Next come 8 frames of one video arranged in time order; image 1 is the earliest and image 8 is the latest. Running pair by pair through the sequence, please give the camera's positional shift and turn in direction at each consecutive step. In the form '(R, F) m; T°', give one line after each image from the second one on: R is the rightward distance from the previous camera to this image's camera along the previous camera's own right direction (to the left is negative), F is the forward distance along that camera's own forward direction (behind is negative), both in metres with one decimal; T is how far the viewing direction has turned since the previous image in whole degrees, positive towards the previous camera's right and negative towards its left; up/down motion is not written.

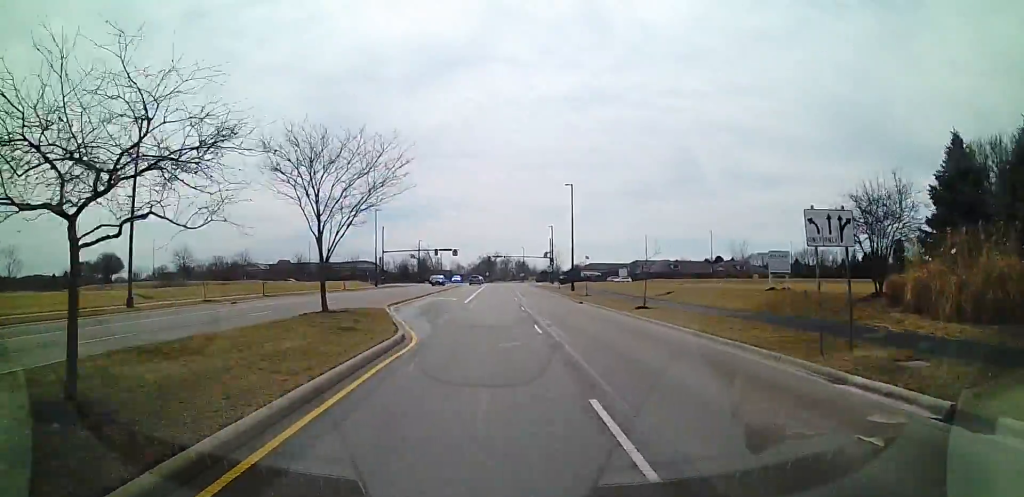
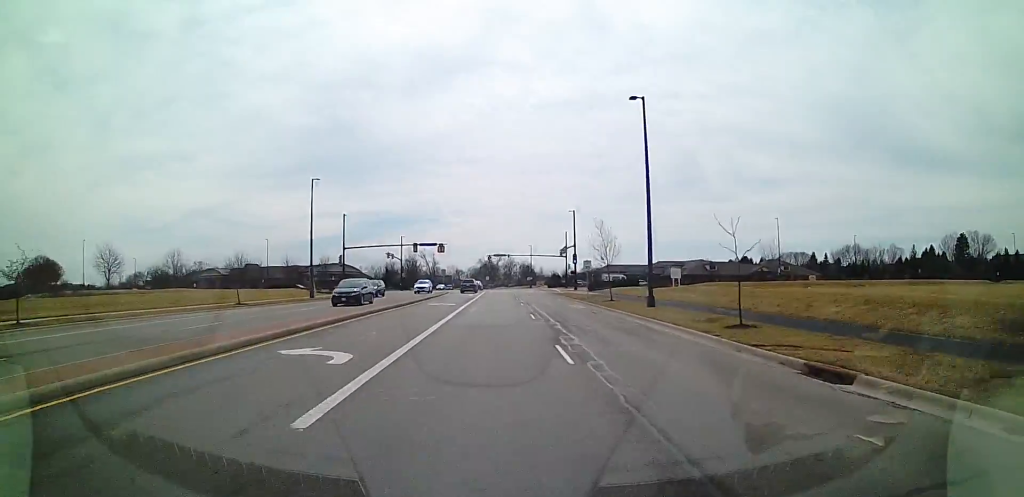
(+0.2, +30.0) m; -1°
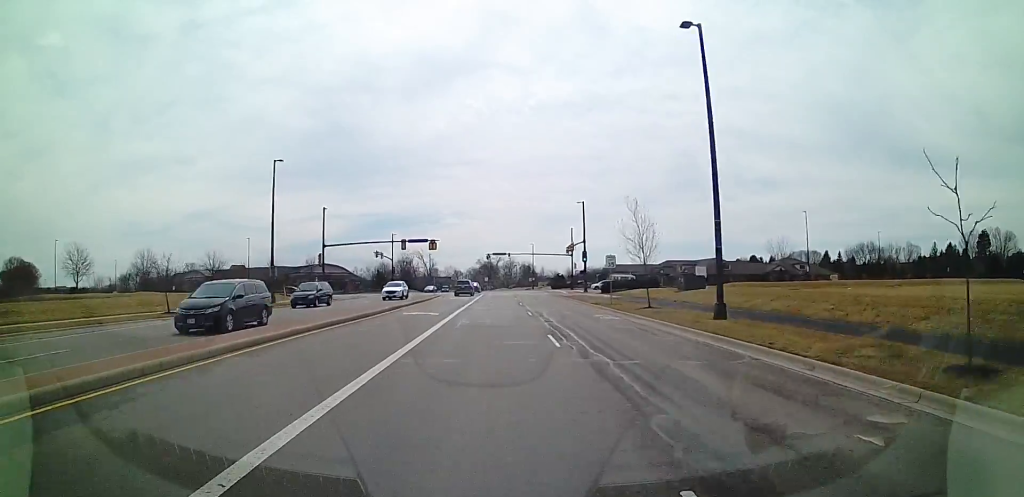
(-0.1, +9.5) m; -1°
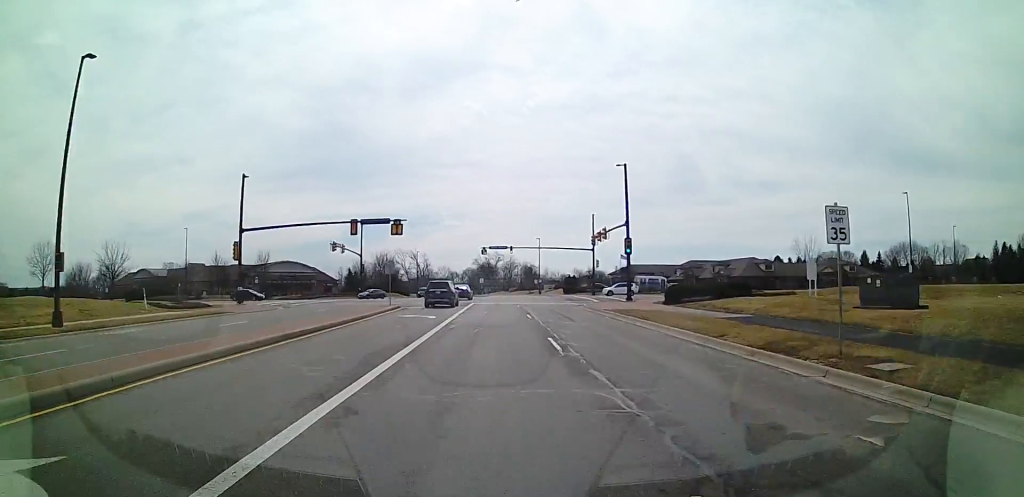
(0.0, +23.9) m; -1°
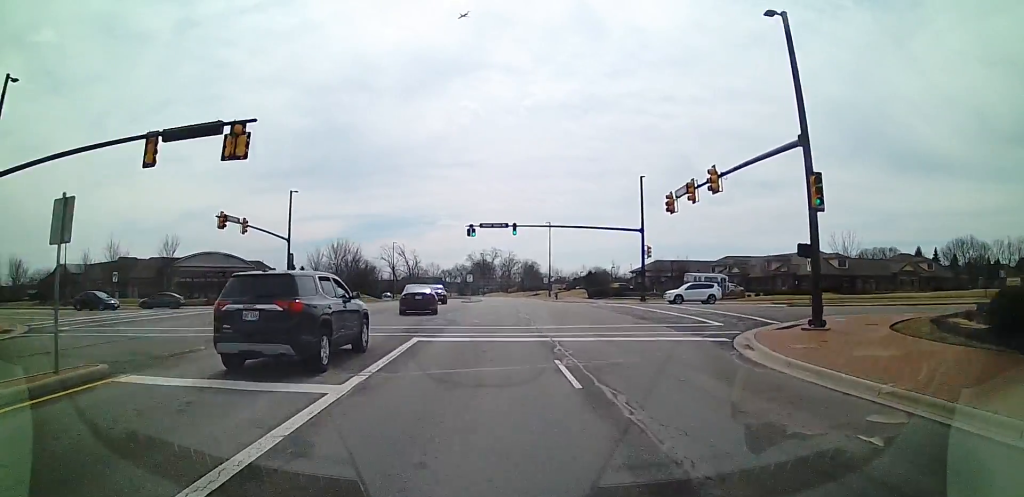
(-0.5, +28.5) m; -1°
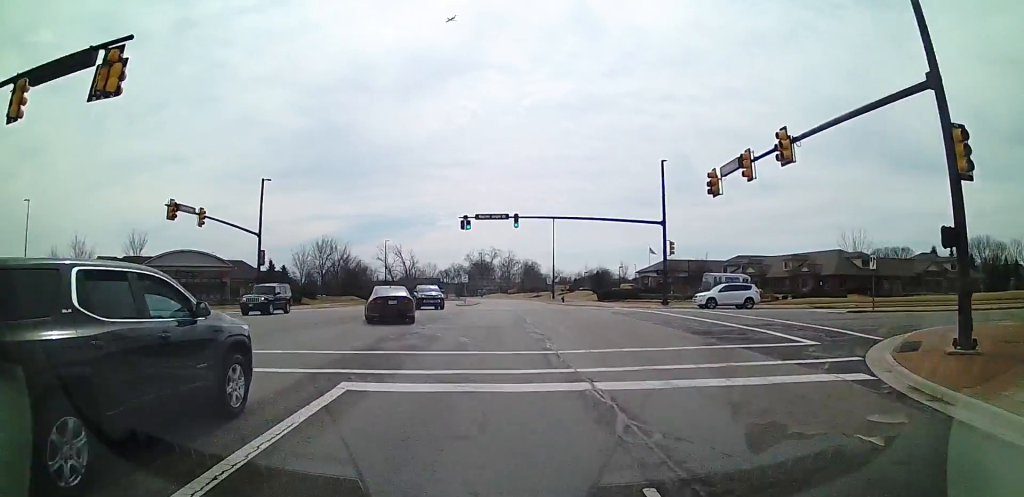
(+0.2, +7.1) m; +1°
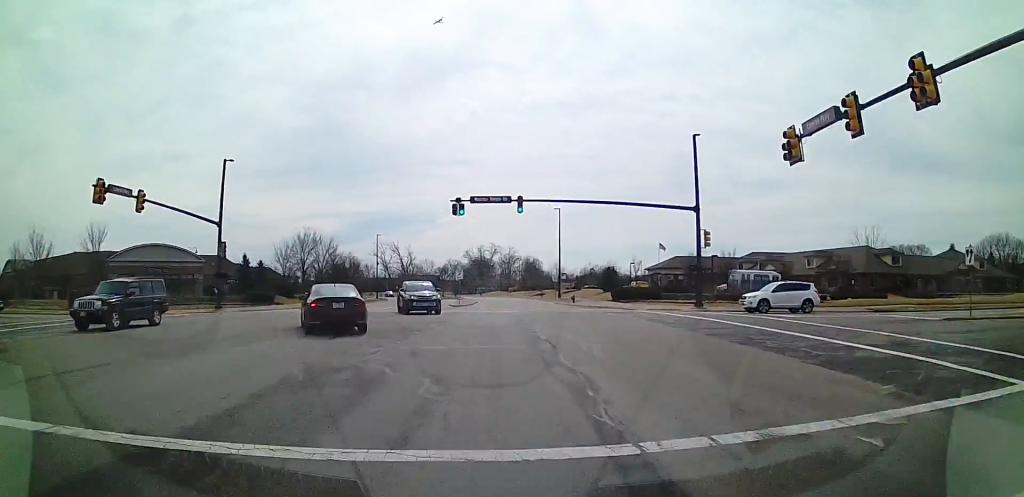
(+0.1, +7.7) m; +1°
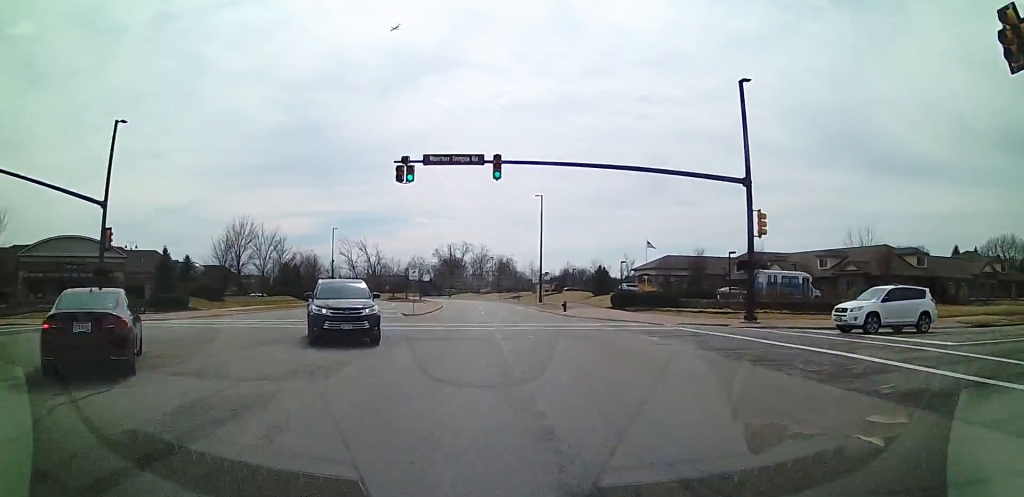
(0.0, +11.5) m; -1°
